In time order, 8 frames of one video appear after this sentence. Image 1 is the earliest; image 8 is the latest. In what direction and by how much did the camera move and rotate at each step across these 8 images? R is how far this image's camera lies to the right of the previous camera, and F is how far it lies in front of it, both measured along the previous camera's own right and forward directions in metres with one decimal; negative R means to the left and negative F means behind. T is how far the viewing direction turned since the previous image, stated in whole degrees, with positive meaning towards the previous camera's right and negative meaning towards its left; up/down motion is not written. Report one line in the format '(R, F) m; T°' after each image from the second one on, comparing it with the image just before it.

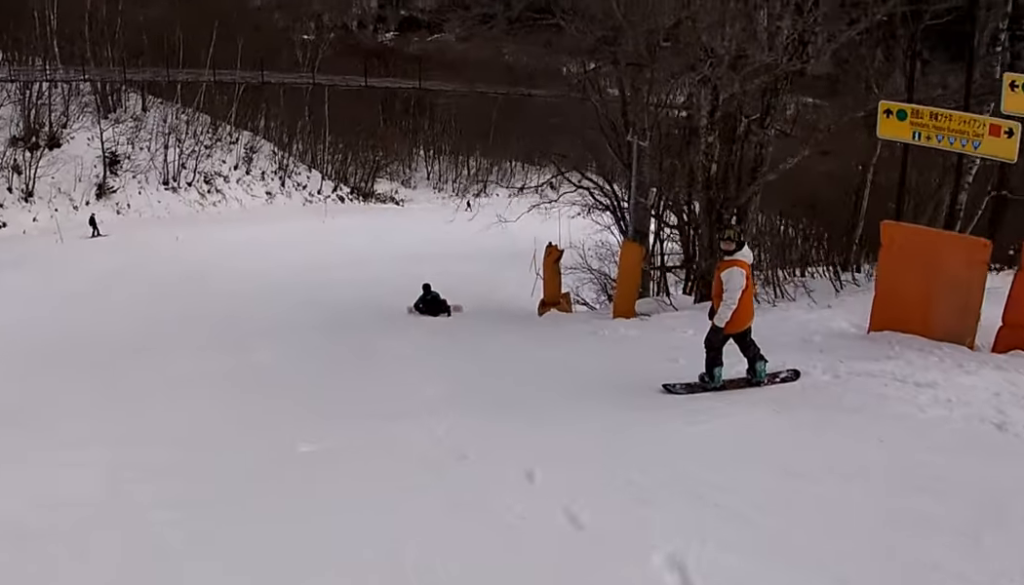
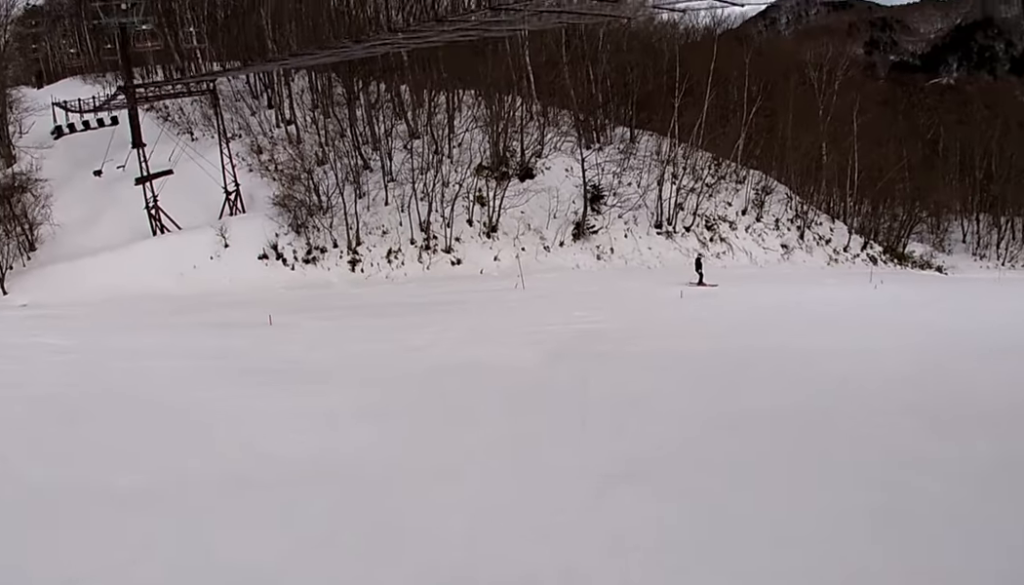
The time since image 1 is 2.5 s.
(+2.5, +12.5) m; +29°
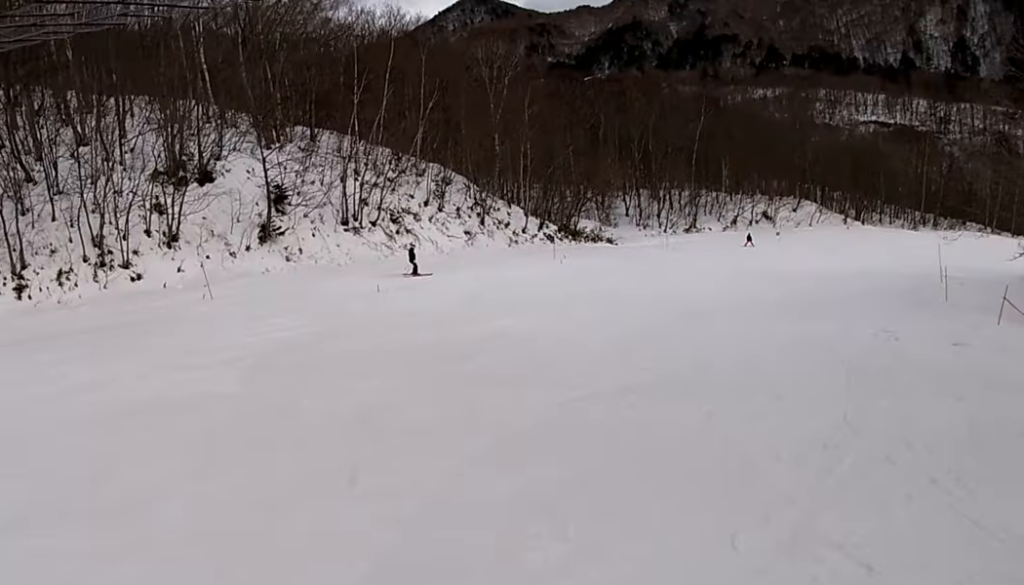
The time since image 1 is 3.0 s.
(+0.2, +2.6) m; +8°
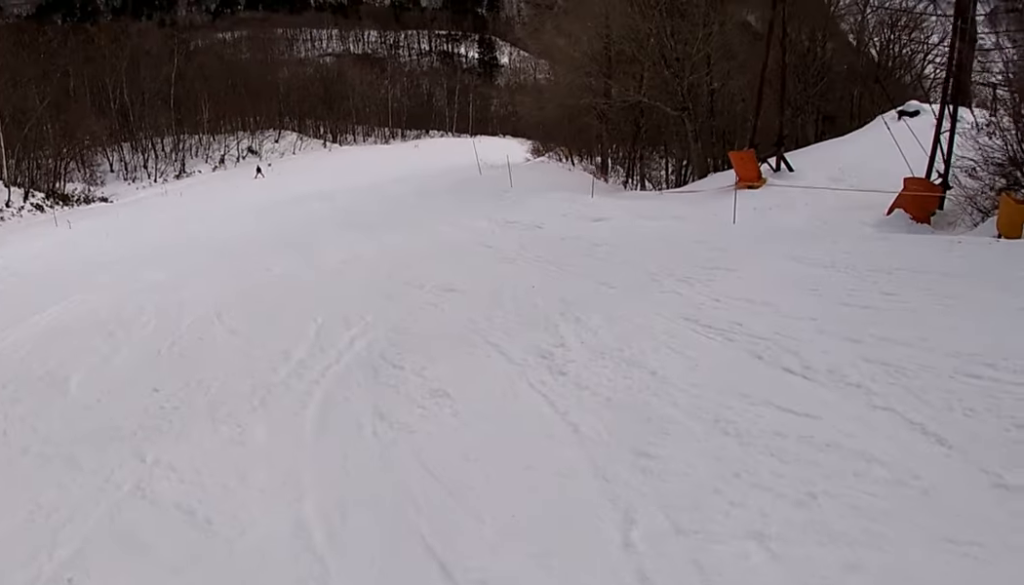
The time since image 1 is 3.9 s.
(+0.2, +5.3) m; +17°
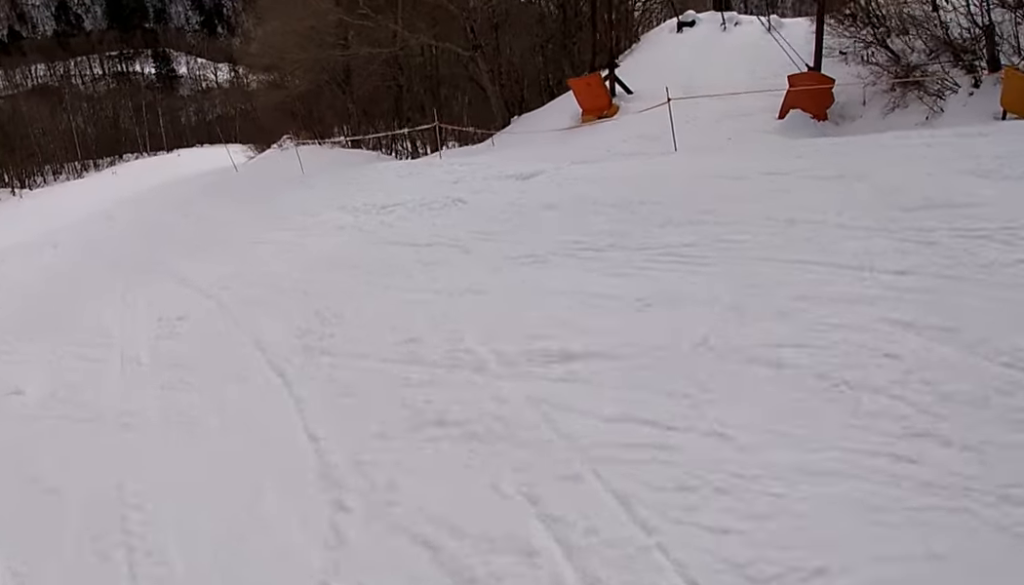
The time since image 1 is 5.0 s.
(+1.6, +6.5) m; +14°
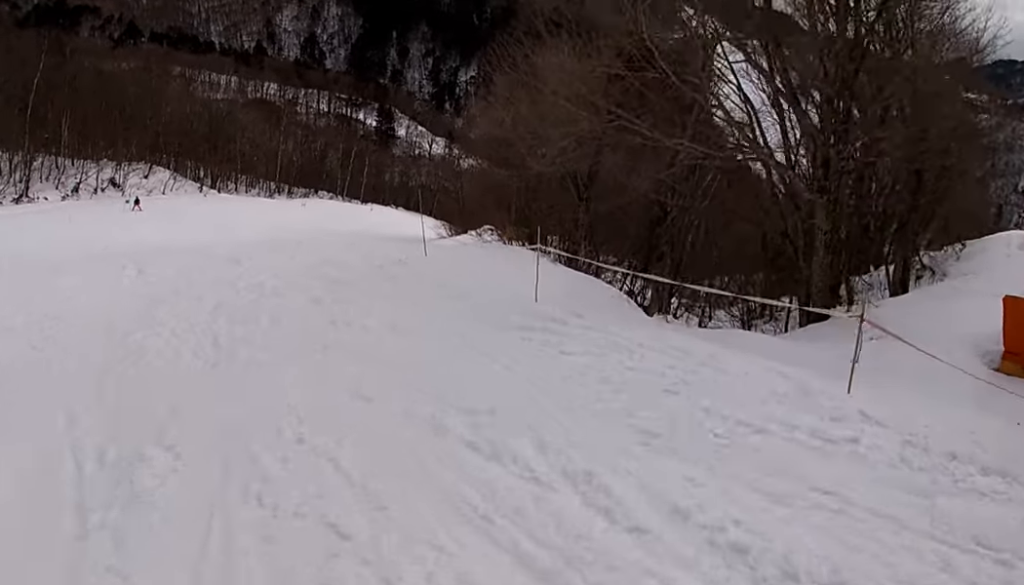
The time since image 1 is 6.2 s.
(0.0, +7.5) m; -6°
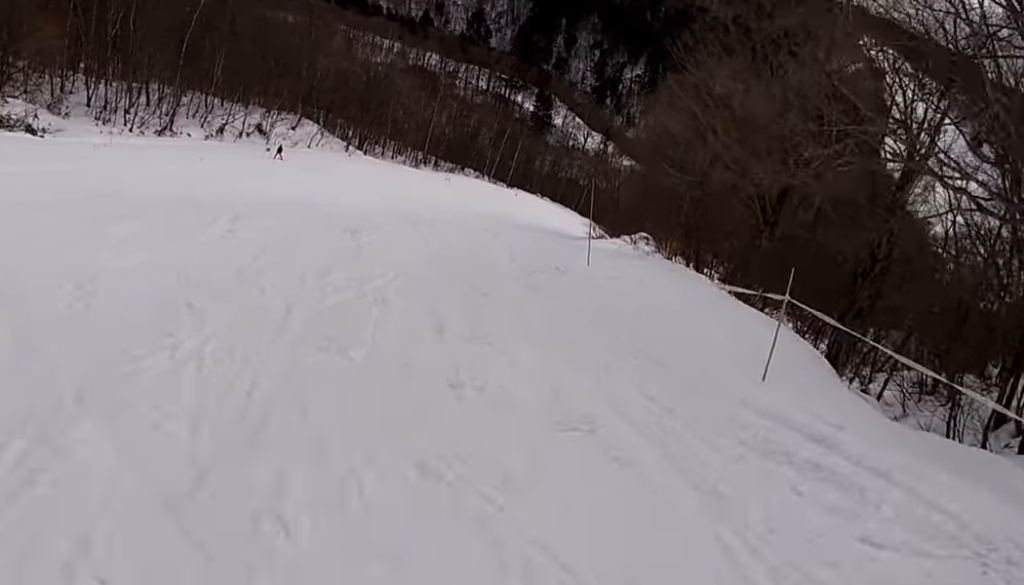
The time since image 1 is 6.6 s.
(+0.3, +2.8) m; -7°
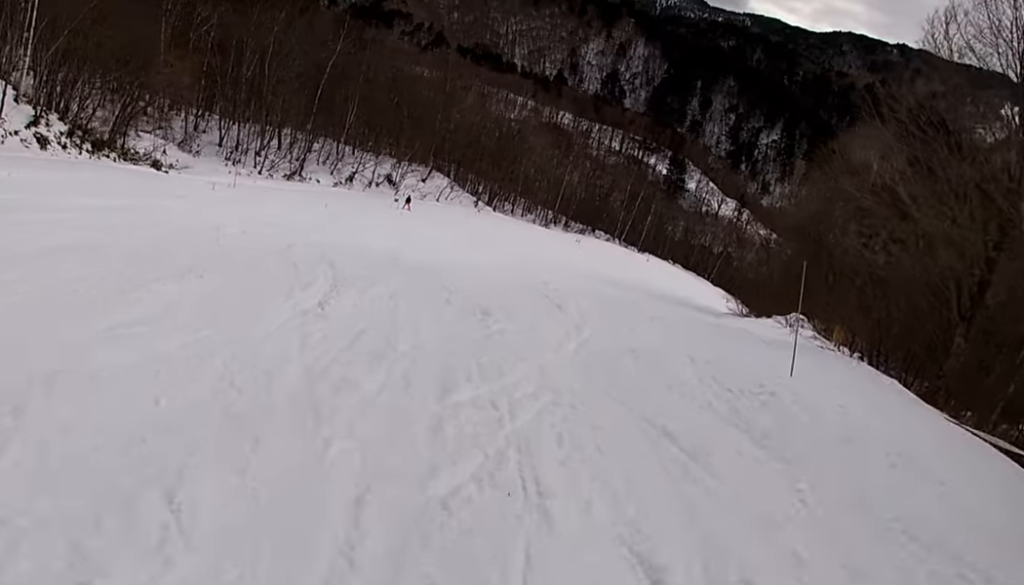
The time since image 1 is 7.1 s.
(-0.4, +2.7) m; 0°
